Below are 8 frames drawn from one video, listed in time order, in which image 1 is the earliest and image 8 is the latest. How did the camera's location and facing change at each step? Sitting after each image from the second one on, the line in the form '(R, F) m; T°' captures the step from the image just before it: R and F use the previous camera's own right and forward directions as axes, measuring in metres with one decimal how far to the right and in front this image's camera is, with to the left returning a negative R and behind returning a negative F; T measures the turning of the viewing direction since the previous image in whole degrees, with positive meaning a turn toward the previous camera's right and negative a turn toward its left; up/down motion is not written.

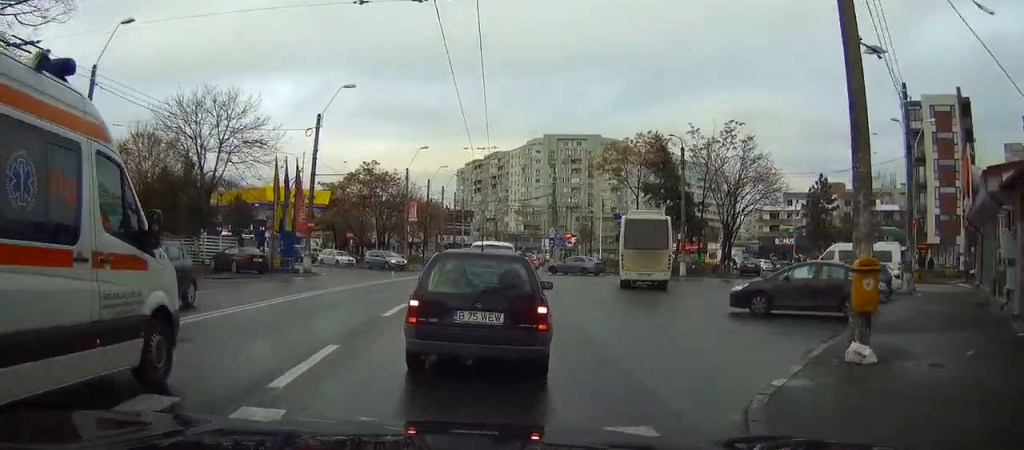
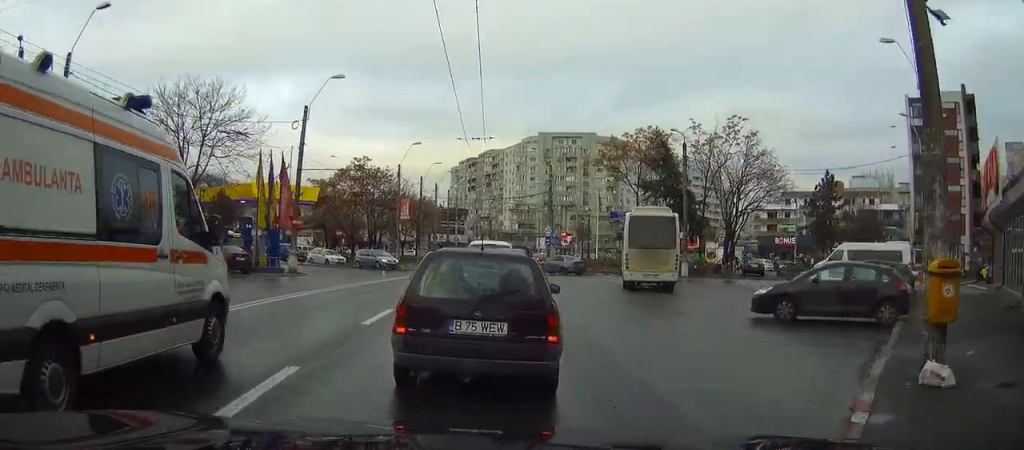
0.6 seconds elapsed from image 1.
(+0.1, +2.3) m; +3°
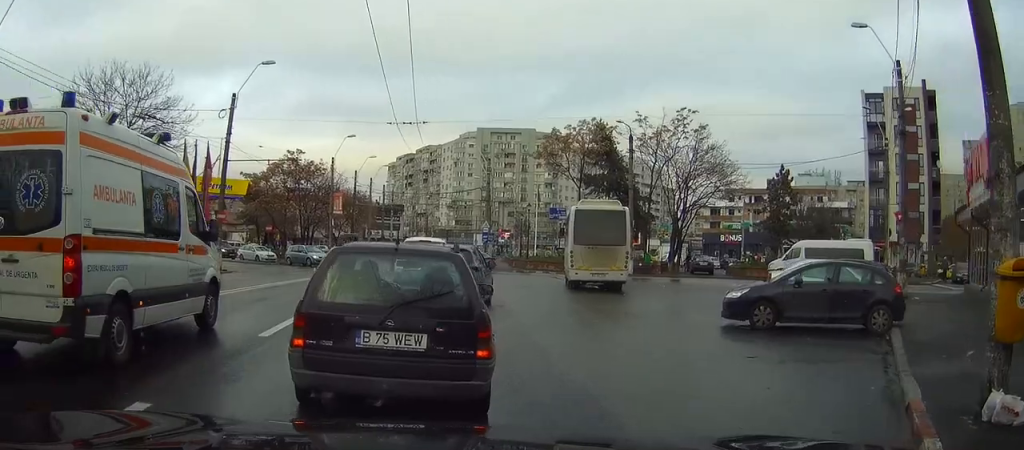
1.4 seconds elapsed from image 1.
(+0.1, +2.8) m; +4°
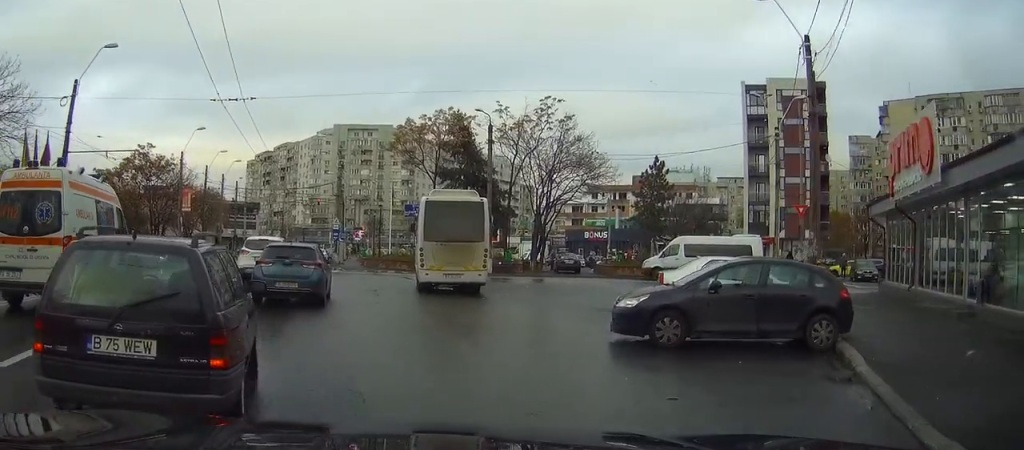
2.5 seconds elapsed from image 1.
(+0.2, +4.0) m; +5°
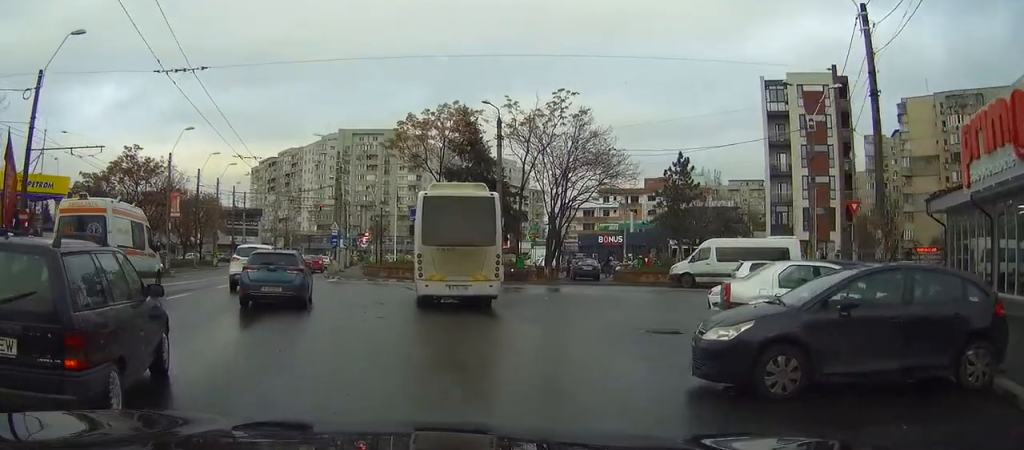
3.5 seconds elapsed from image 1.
(+0.2, +3.9) m; +4°
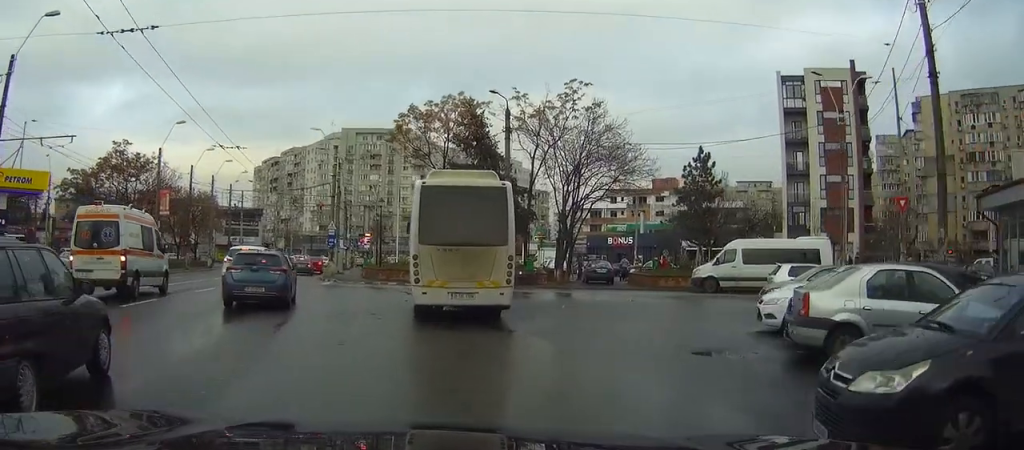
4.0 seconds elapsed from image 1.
(+0.1, +2.6) m; +2°
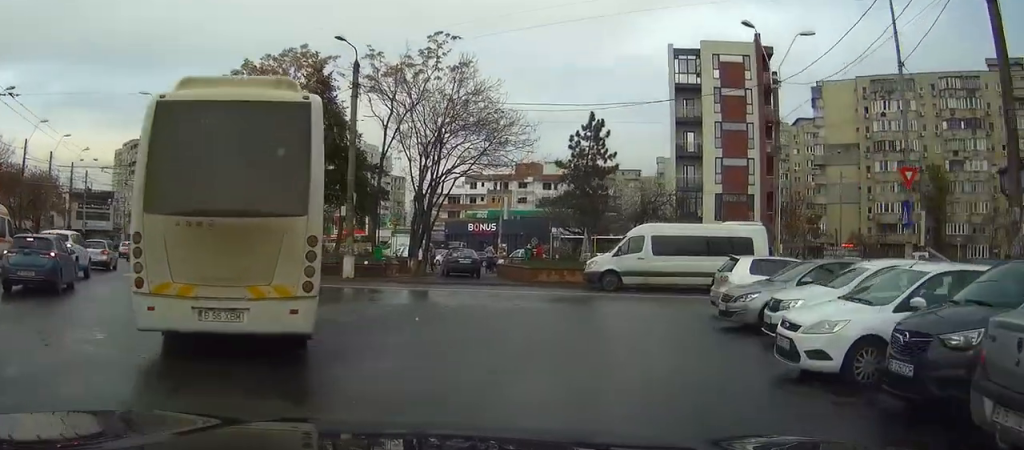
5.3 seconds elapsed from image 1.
(+0.3, +7.7) m; +6°
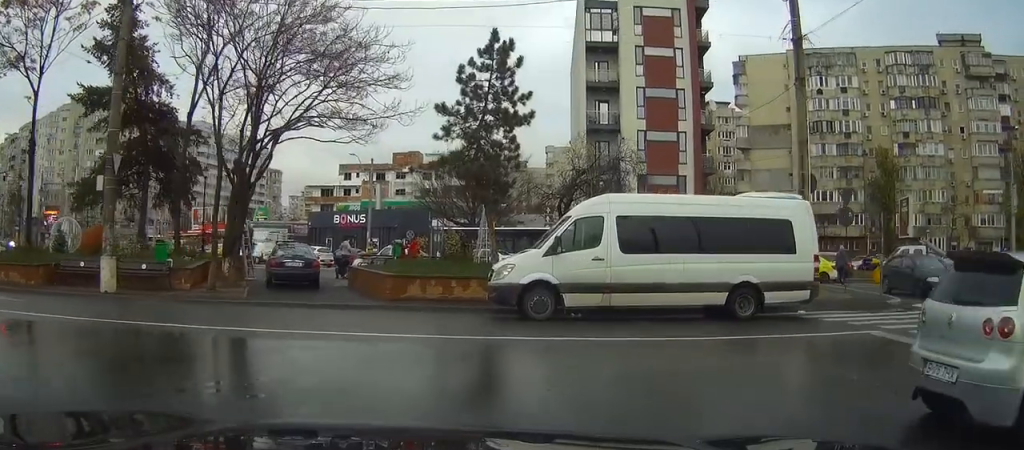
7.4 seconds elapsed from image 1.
(+1.7, +14.6) m; +8°
